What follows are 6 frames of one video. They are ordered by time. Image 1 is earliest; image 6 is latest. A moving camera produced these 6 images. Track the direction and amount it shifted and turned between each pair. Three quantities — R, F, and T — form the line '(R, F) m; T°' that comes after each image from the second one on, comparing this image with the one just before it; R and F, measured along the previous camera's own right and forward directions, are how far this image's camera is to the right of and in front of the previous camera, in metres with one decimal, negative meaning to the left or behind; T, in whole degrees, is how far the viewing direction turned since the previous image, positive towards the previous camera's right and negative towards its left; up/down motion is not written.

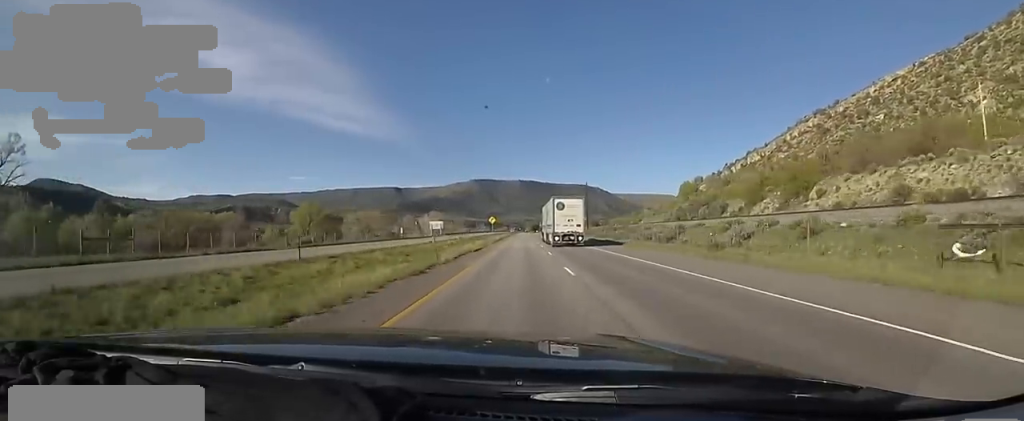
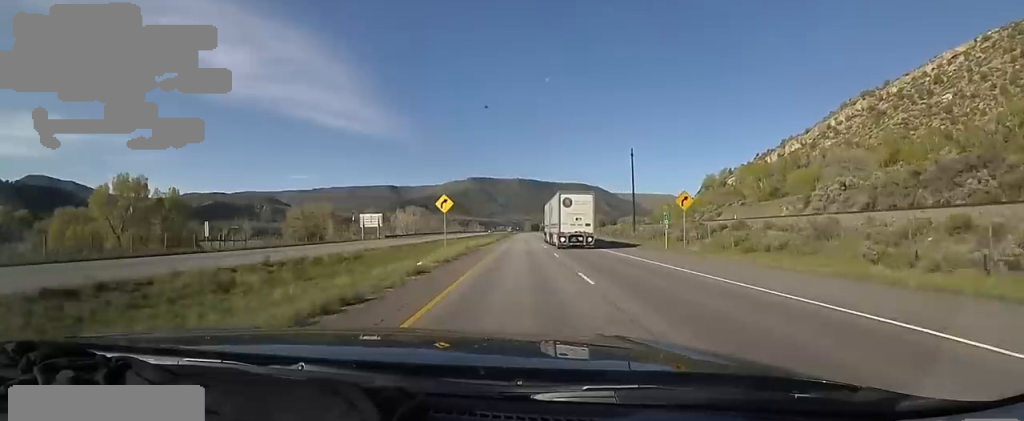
(-1.9, +64.2) m; -2°
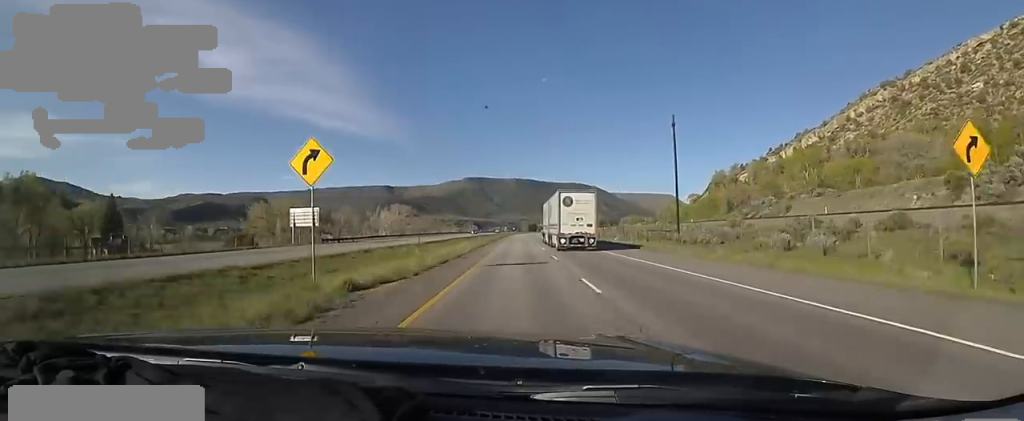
(0.0, +26.1) m; +1°
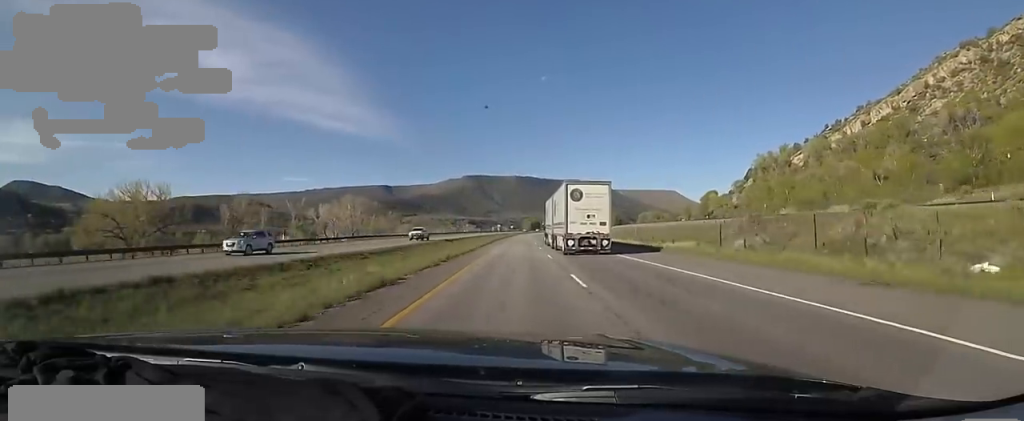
(+1.8, +71.0) m; +1°
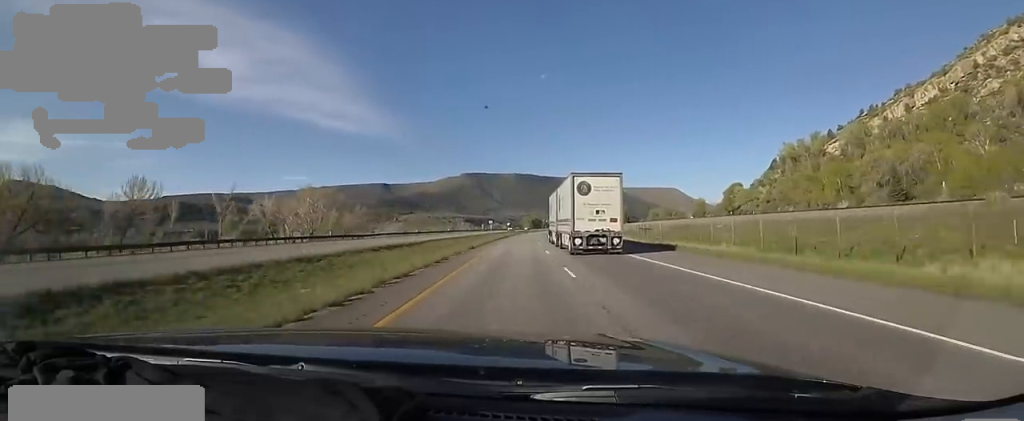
(-0.5, +34.8) m; -2°
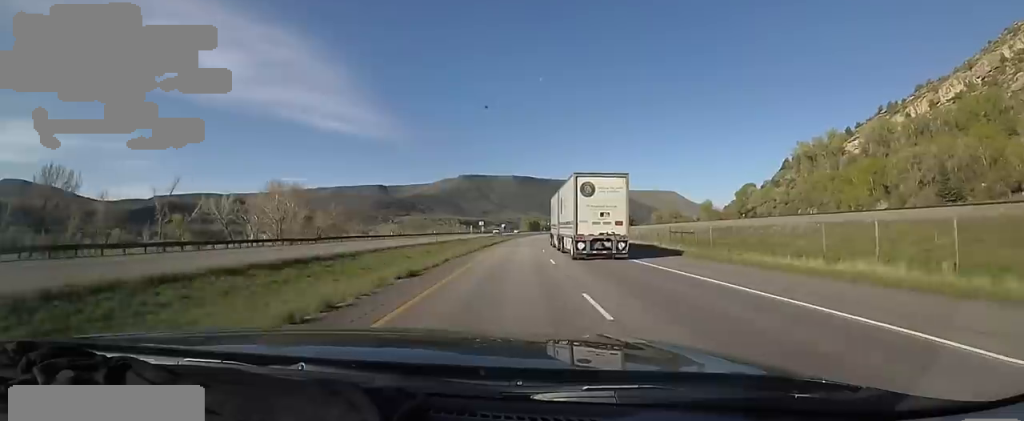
(-0.2, +17.9) m; -1°
